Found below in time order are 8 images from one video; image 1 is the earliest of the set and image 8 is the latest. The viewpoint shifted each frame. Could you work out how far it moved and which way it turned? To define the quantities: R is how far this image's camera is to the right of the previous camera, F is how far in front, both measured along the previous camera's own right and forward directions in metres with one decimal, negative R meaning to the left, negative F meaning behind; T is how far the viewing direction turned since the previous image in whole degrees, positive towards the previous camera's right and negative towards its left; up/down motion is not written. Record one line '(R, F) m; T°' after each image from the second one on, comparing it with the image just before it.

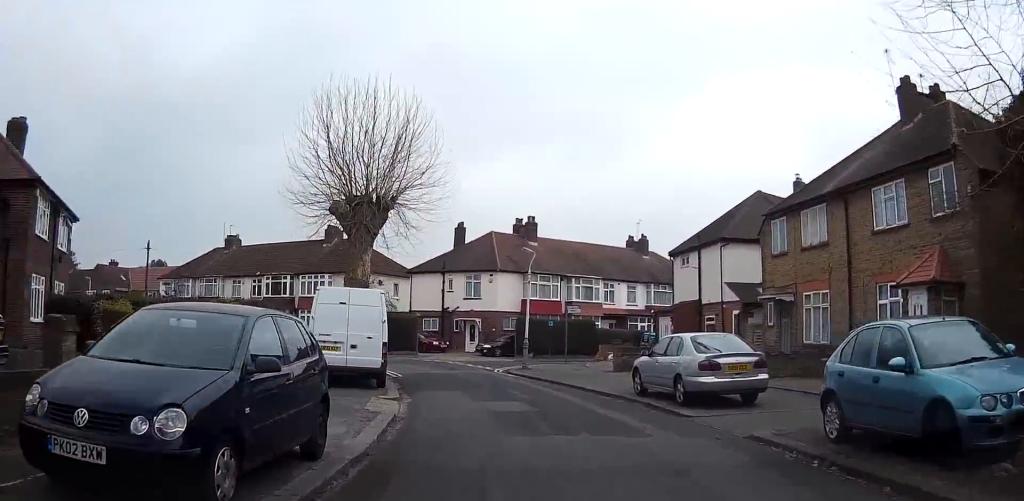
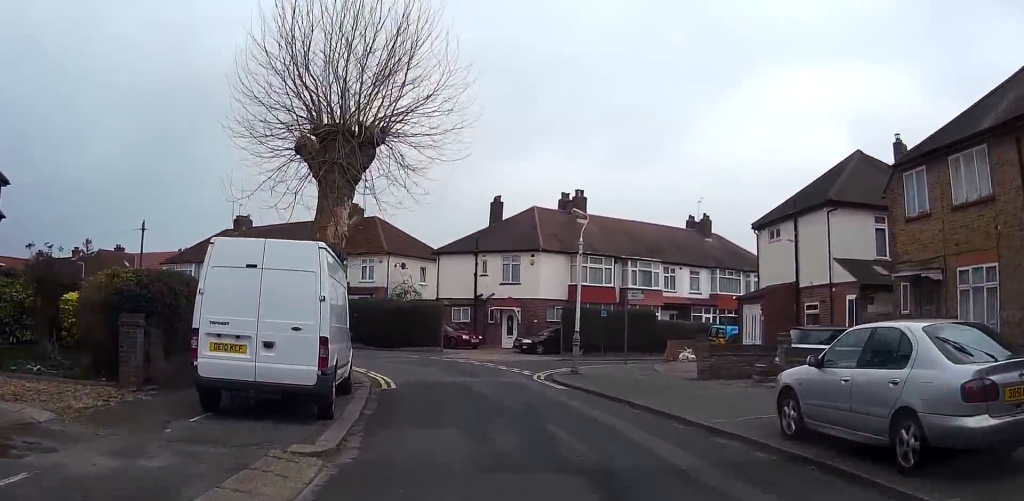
(-0.3, +8.1) m; -5°
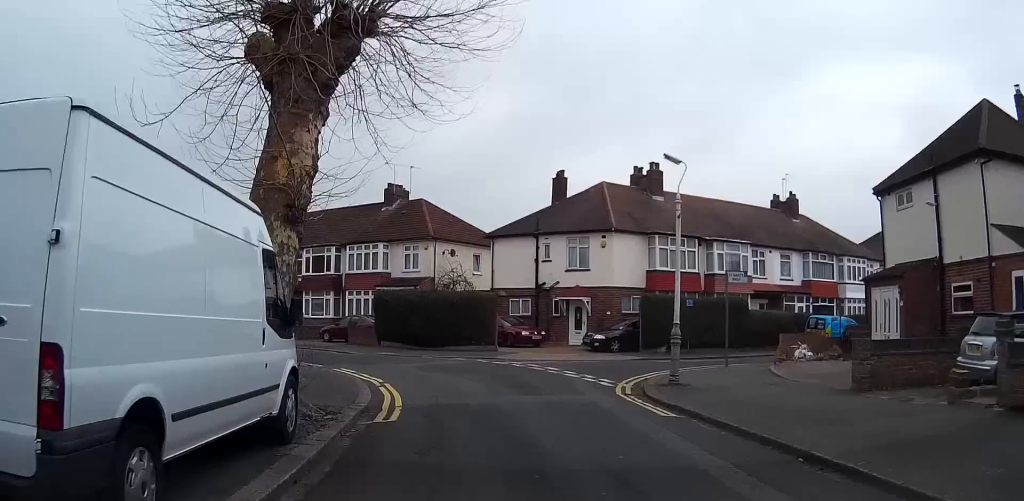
(-0.4, +6.7) m; -5°
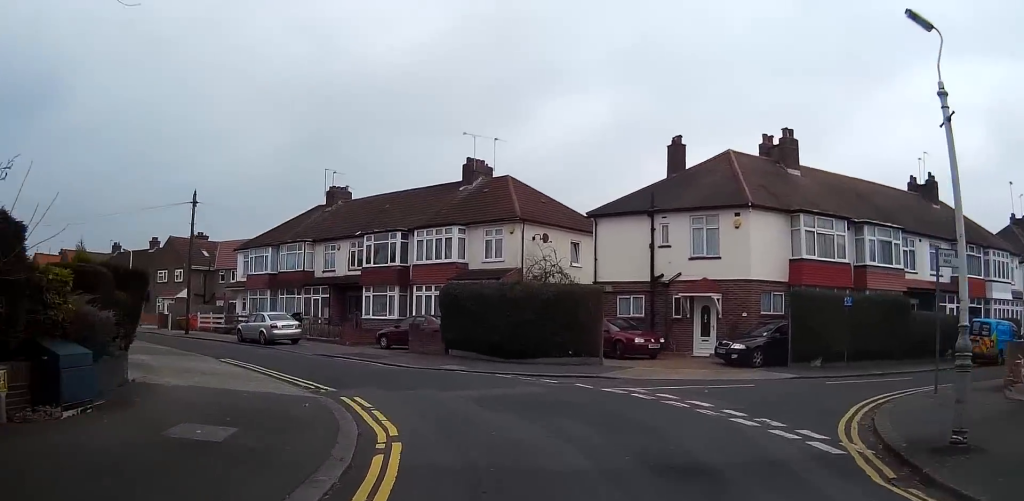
(-0.4, +8.4) m; -7°
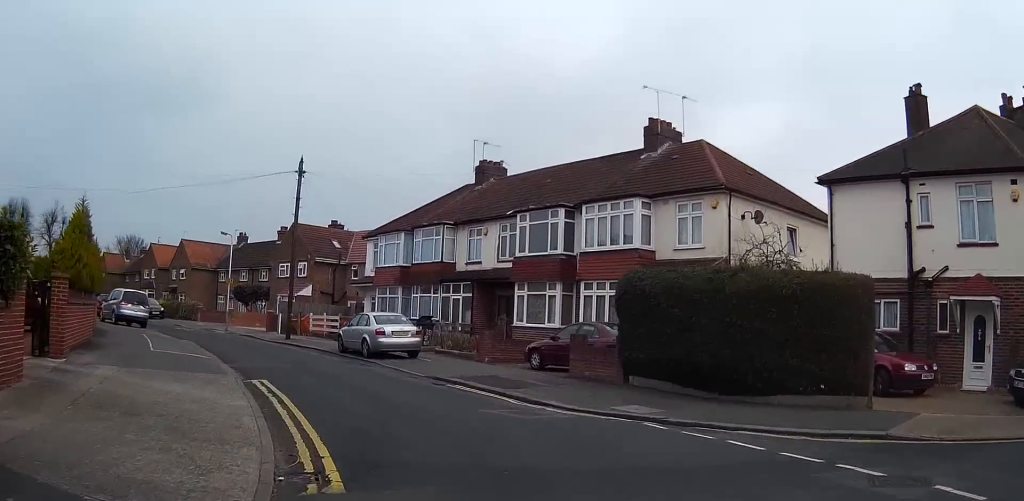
(-0.8, +9.5) m; -13°
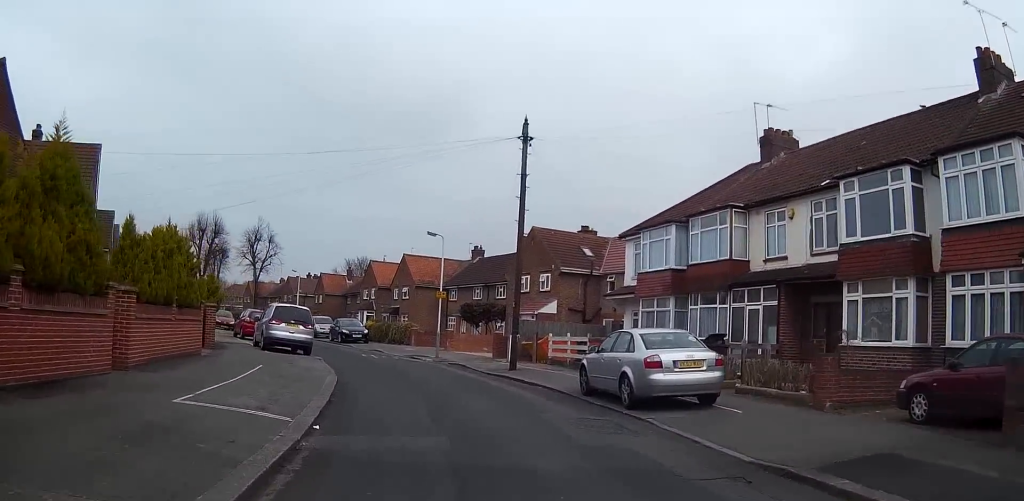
(-1.9, +10.0) m; -18°
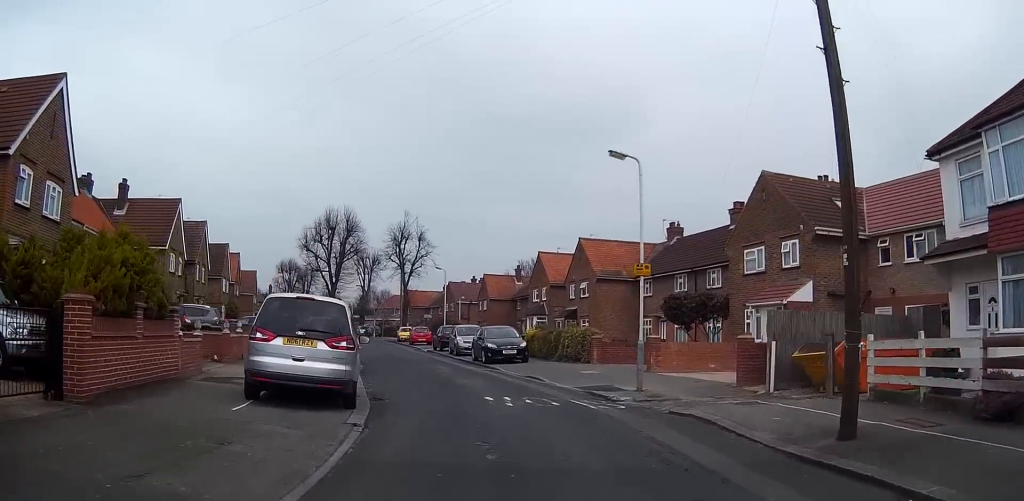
(-2.3, +14.8) m; -16°
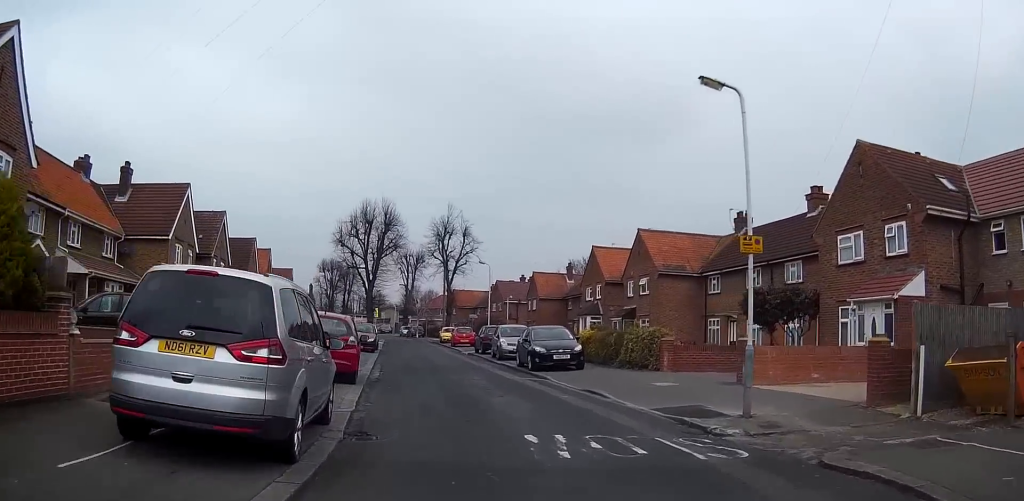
(-0.3, +5.1) m; -4°
